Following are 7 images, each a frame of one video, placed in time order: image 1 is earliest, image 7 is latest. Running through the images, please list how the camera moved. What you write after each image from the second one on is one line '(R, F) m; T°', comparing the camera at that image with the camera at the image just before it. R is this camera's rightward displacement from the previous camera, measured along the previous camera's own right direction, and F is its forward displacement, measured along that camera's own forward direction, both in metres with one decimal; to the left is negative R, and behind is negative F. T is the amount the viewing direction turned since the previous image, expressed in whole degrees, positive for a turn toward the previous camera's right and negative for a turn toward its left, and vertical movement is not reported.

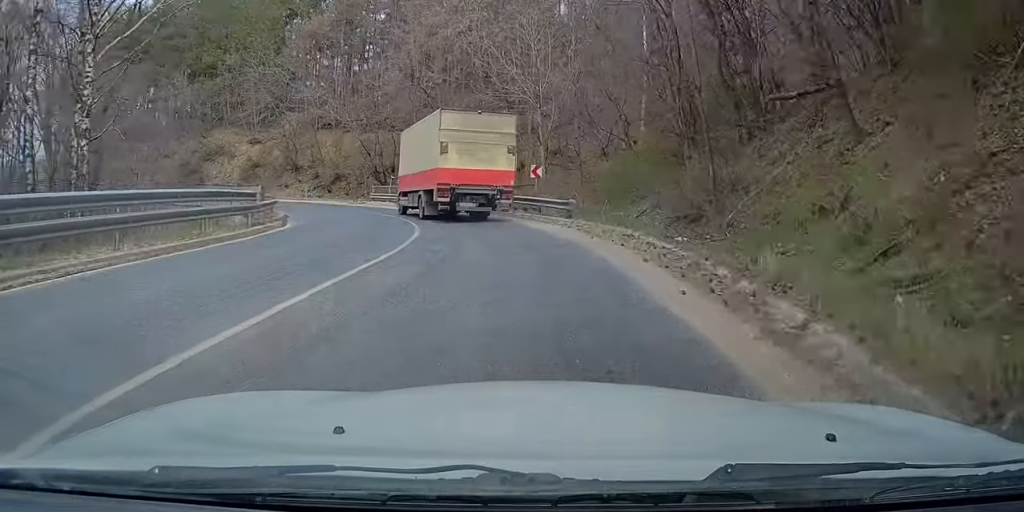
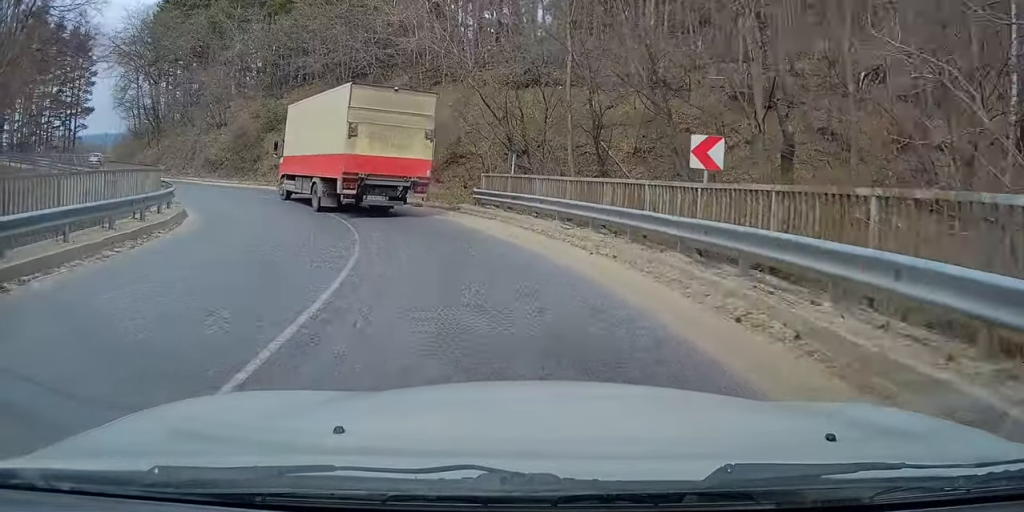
(-0.9, +24.0) m; -13°
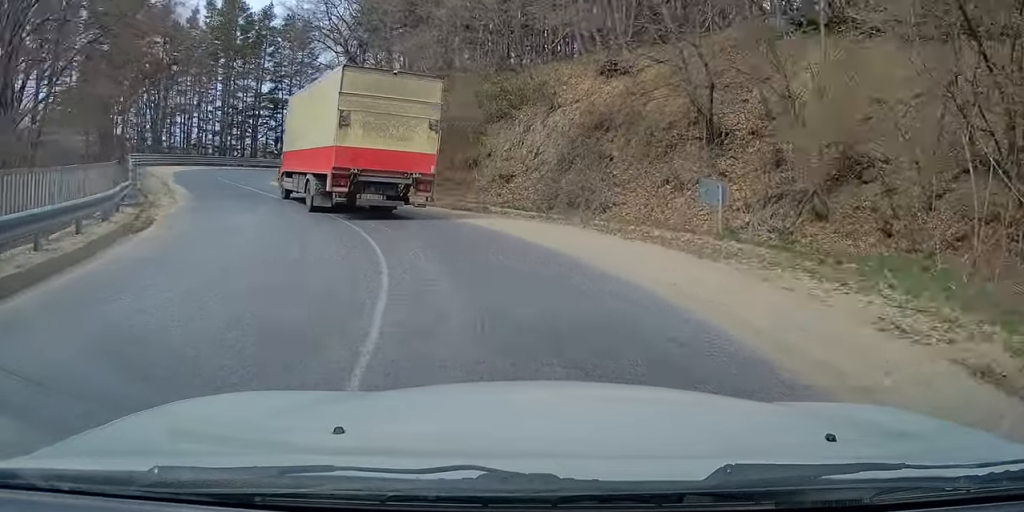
(-4.2, +18.5) m; -29°
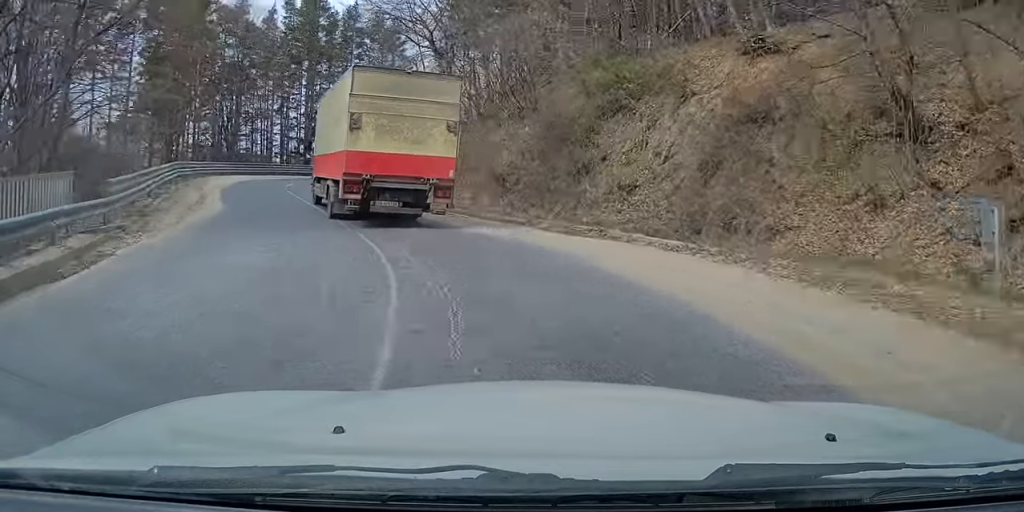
(-0.2, +5.8) m; -11°
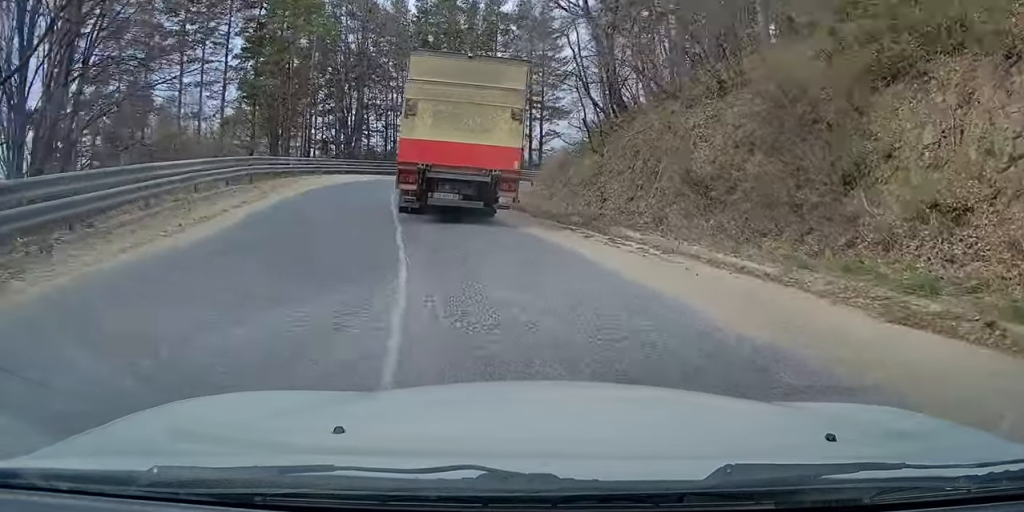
(-1.6, +8.9) m; -10°
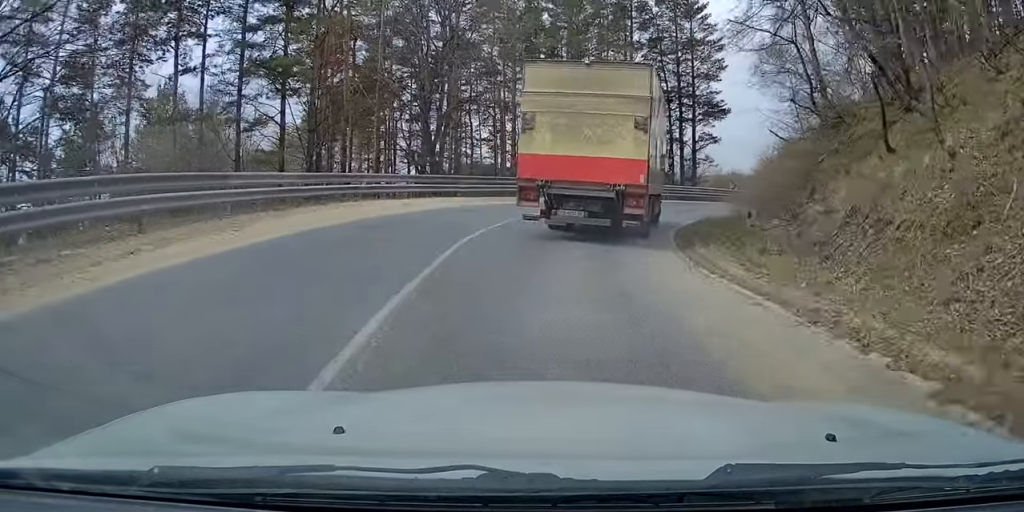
(-1.4, +16.9) m; -7°
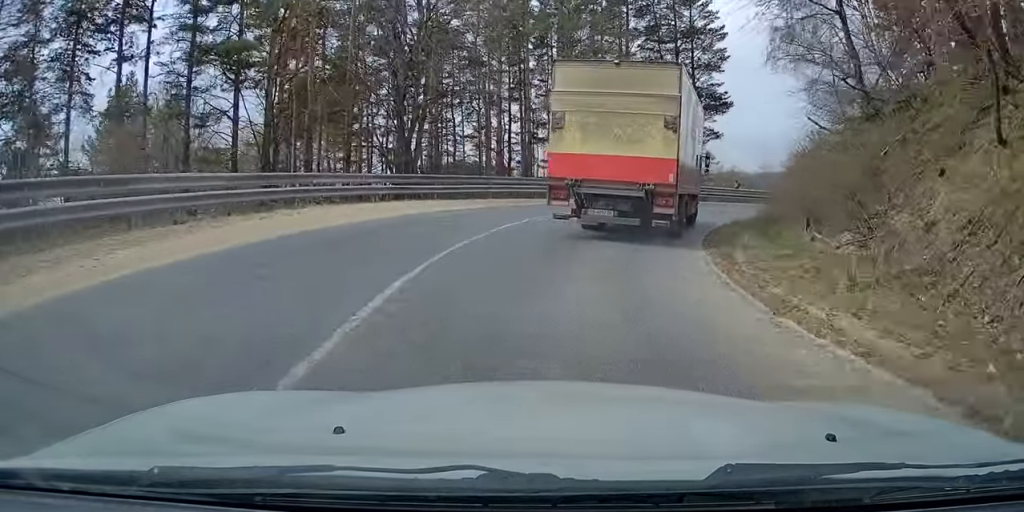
(-0.4, +4.5) m; 0°
